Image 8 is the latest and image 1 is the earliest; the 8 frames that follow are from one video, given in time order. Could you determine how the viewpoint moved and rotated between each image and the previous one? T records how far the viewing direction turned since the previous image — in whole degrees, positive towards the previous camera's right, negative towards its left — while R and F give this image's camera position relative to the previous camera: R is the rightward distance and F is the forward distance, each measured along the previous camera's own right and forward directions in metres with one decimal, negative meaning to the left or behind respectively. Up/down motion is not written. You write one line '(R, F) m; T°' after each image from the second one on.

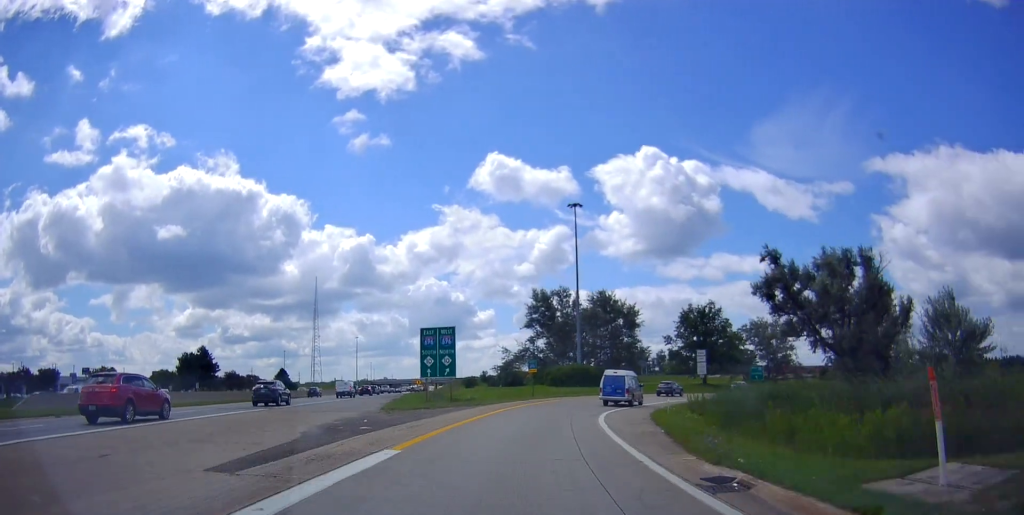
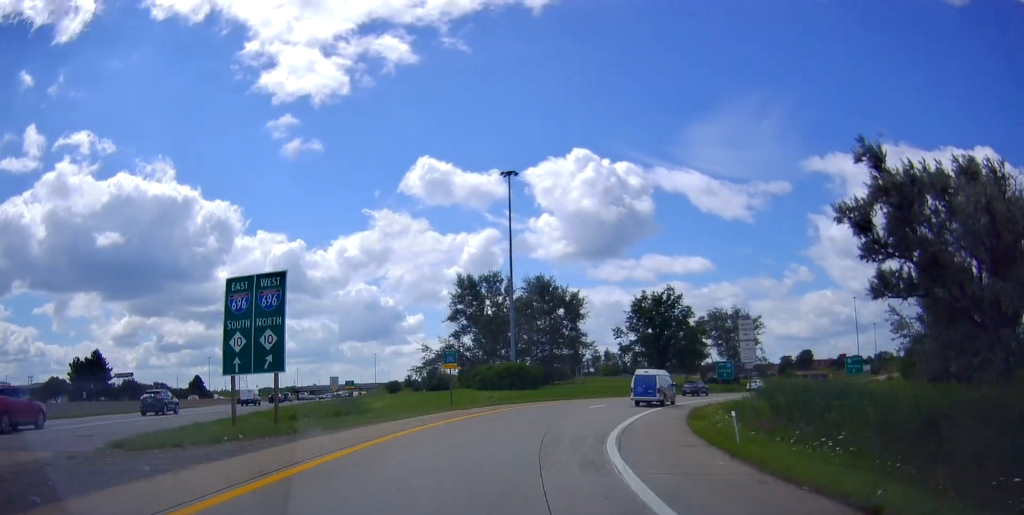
(+0.2, +19.8) m; +2°
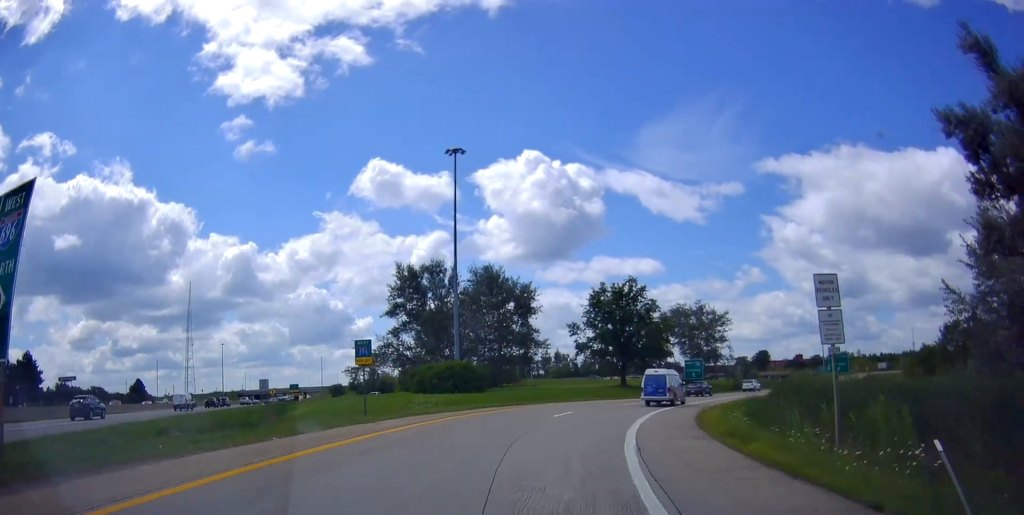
(0.0, +11.0) m; +1°
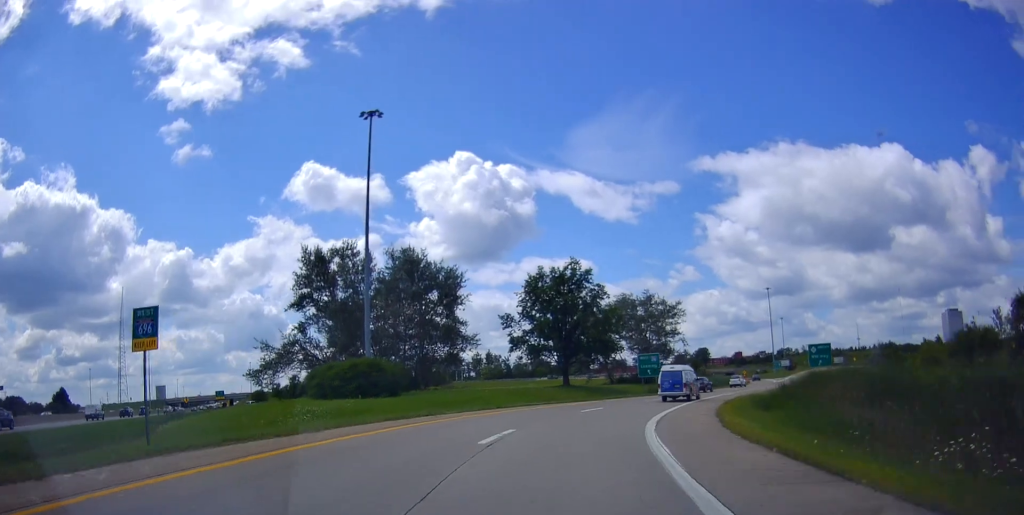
(+0.3, +13.9) m; +3°
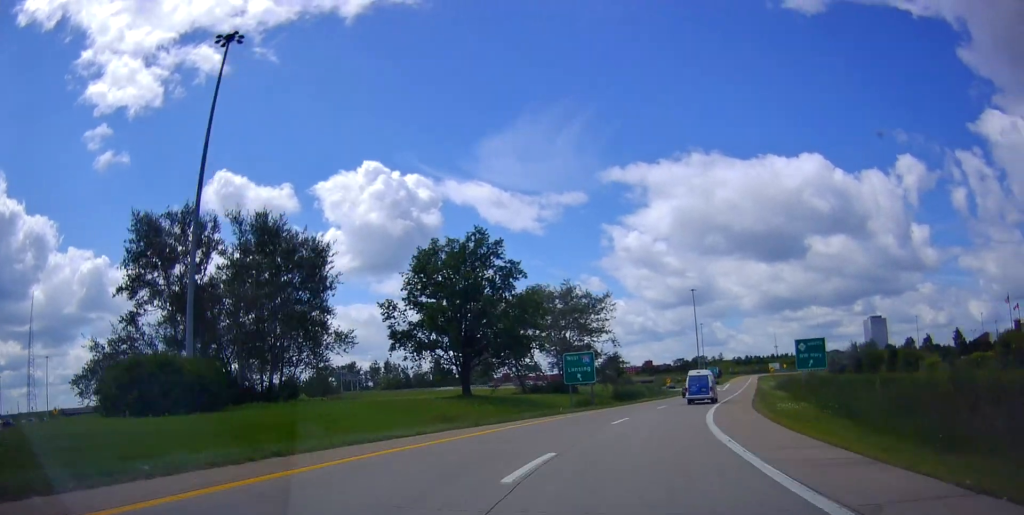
(+0.7, +20.9) m; +8°
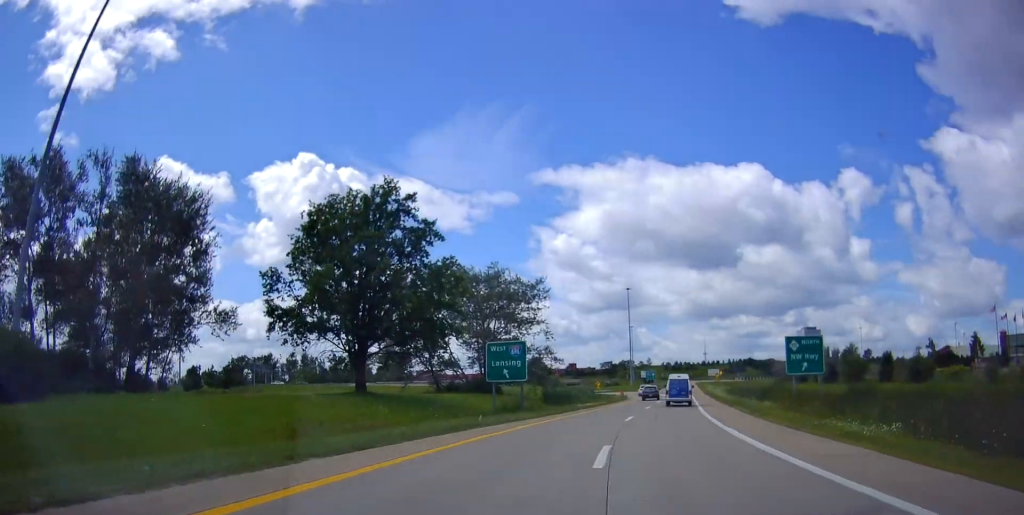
(+1.2, +12.9) m; +5°
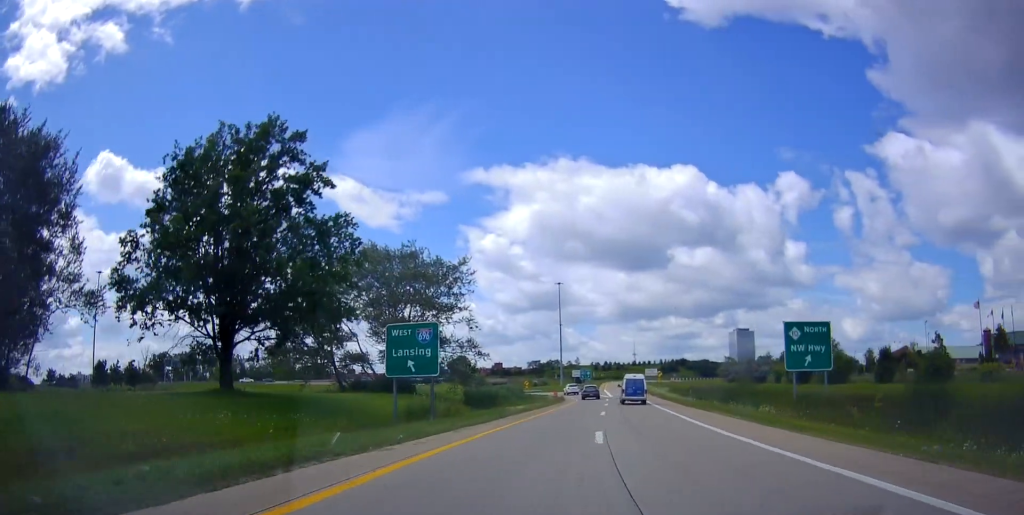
(+0.4, +11.1) m; +5°
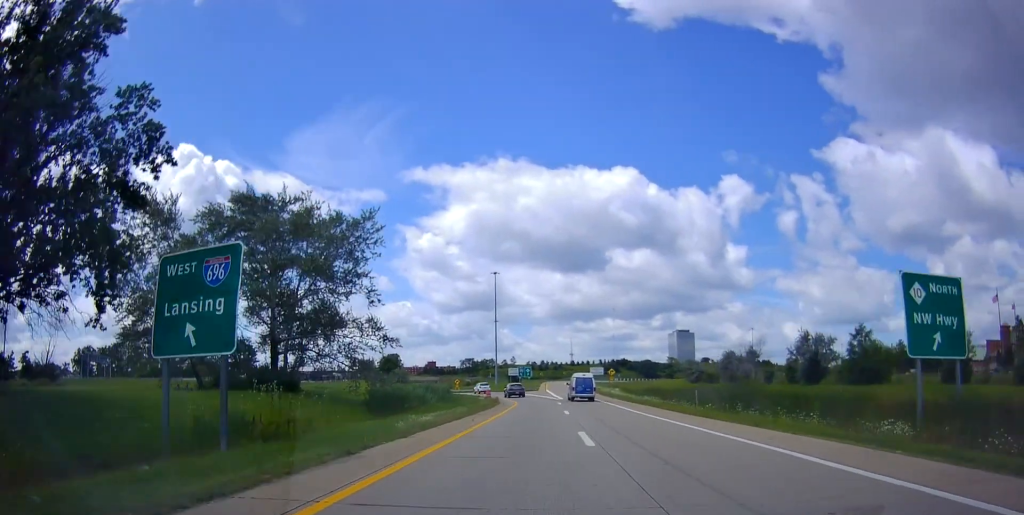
(+0.9, +16.5) m; +9°
